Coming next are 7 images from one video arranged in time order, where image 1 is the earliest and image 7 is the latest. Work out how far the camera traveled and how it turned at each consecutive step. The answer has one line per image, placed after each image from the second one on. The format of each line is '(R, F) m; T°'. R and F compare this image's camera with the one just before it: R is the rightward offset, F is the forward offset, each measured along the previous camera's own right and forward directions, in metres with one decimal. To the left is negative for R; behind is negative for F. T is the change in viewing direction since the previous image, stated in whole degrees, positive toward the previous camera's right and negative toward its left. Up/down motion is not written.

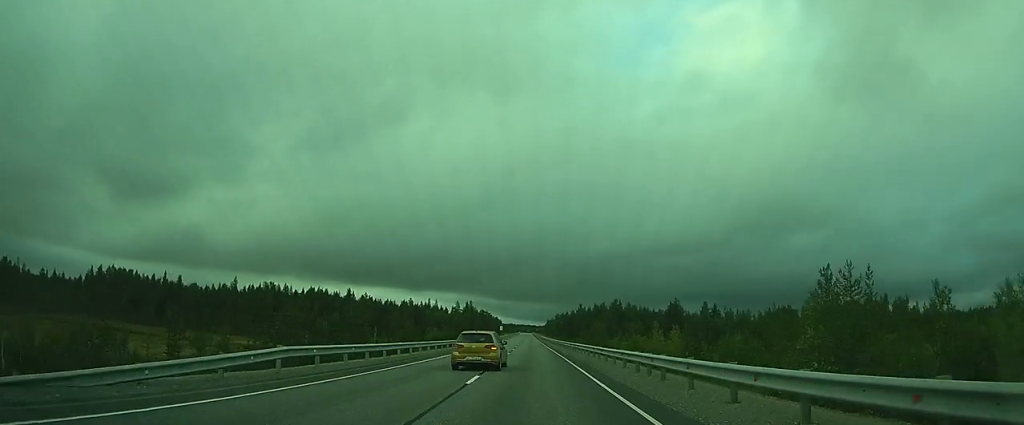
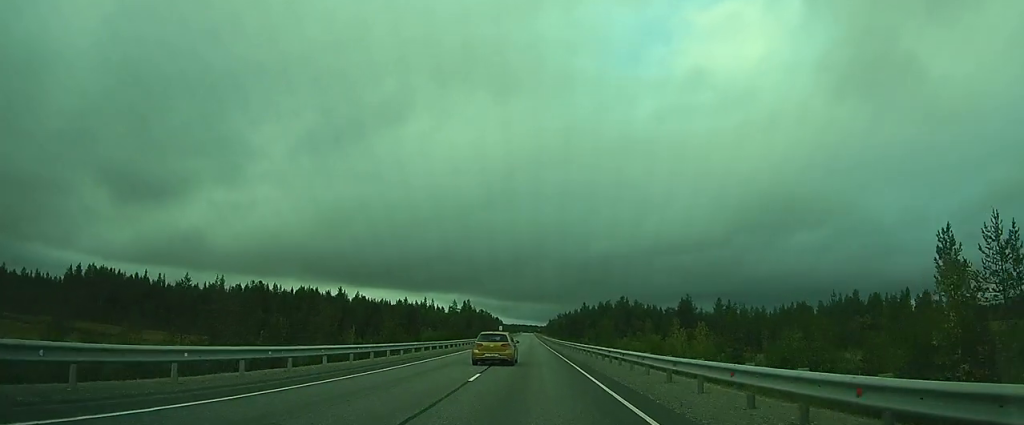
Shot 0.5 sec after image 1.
(0.0, +11.1) m; 0°
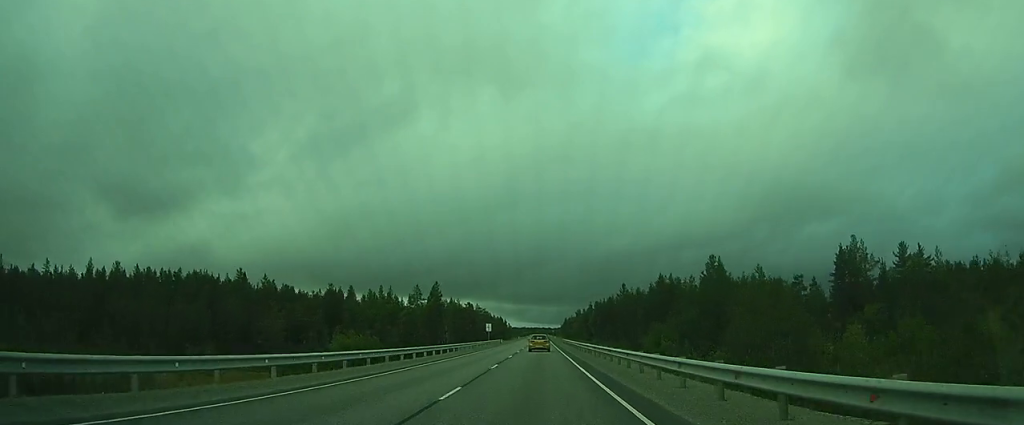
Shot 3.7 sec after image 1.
(-0.4, +76.6) m; -1°
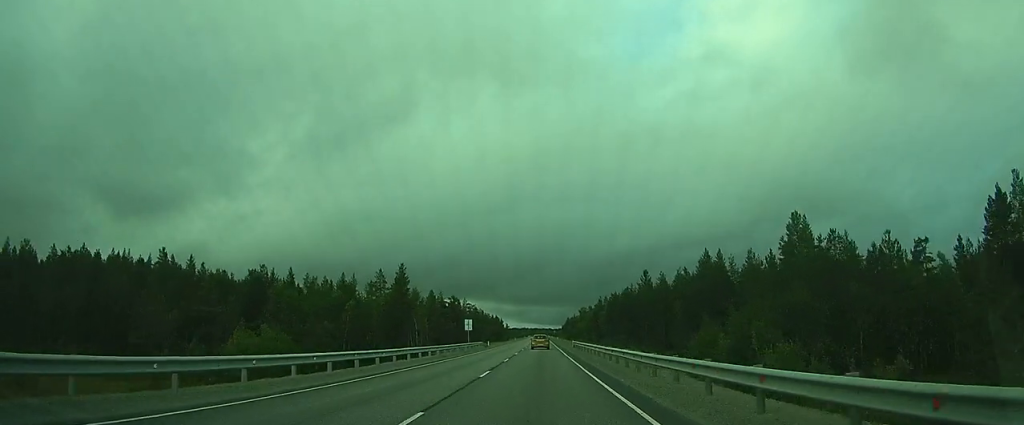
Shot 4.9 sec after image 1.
(-0.1, +28.6) m; 0°
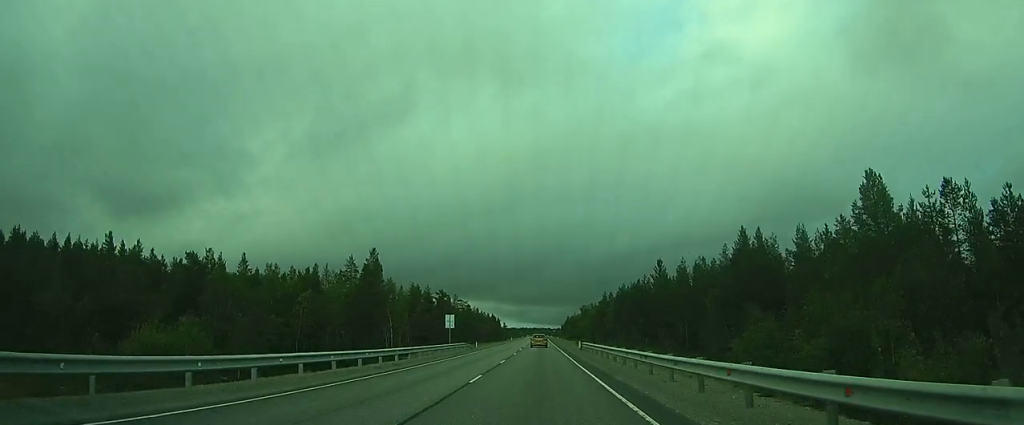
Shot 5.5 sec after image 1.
(0.0, +14.3) m; 0°
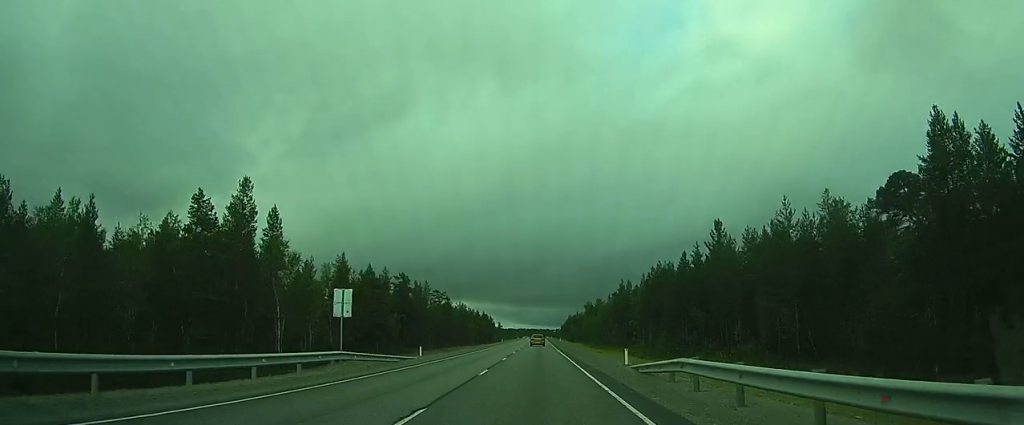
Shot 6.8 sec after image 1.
(0.0, +32.4) m; 0°
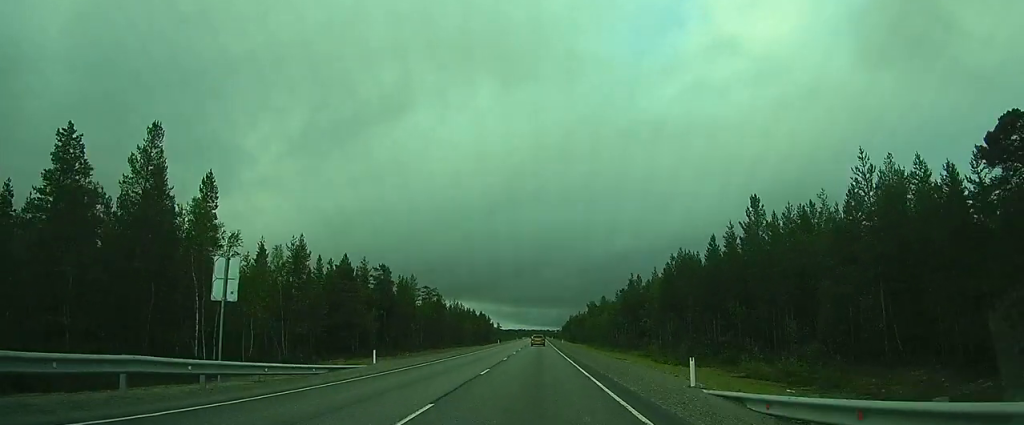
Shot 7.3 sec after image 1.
(0.0, +11.0) m; 0°
